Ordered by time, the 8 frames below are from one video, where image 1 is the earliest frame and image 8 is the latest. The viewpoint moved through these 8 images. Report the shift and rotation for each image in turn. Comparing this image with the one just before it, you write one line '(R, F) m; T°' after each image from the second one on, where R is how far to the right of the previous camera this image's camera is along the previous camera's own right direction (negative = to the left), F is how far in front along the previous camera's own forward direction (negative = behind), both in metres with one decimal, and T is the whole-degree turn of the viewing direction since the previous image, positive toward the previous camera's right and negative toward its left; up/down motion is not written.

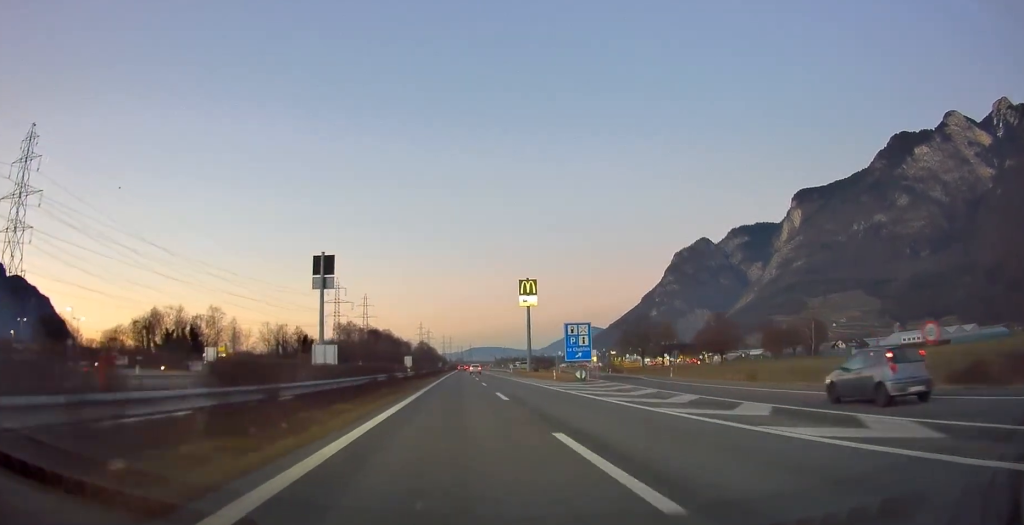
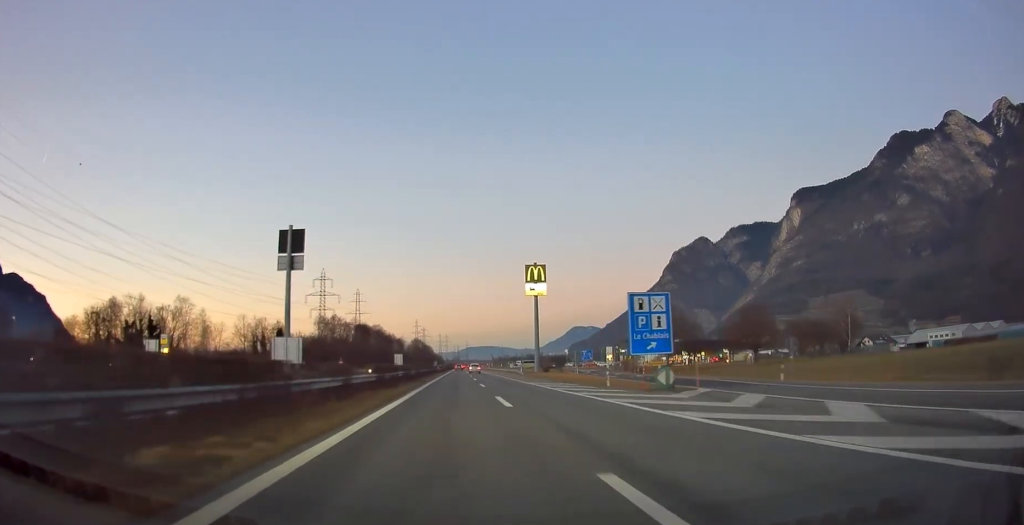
(0.0, +21.6) m; 0°
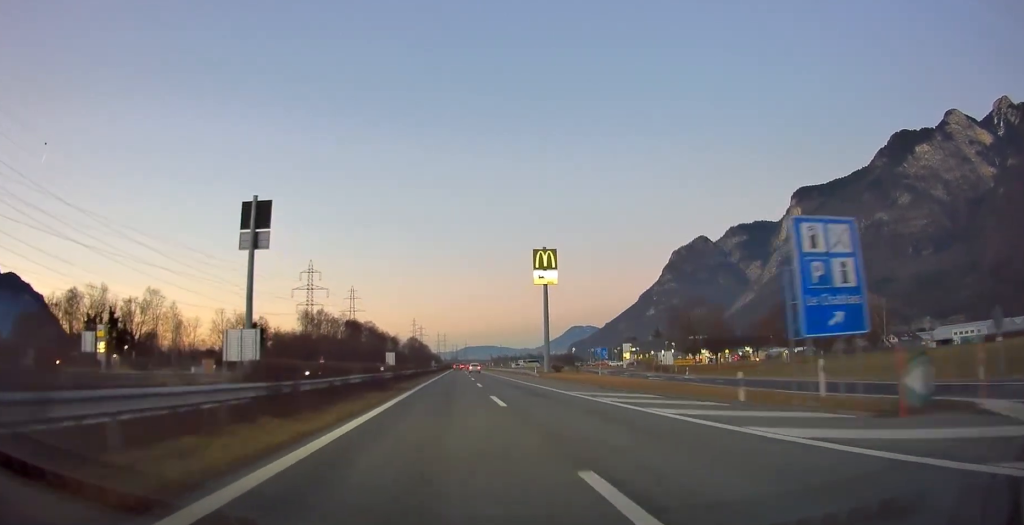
(+0.1, +17.3) m; 0°
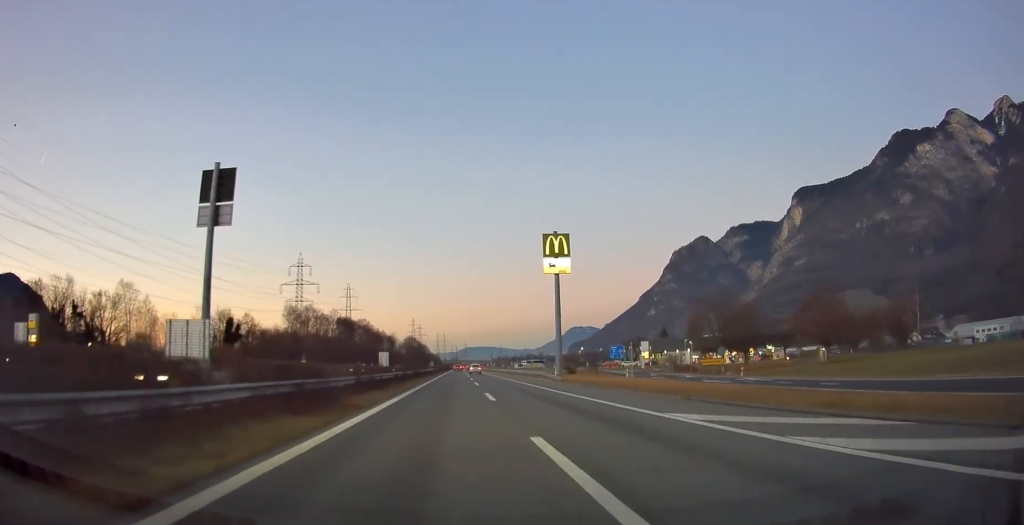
(0.0, +15.2) m; 0°
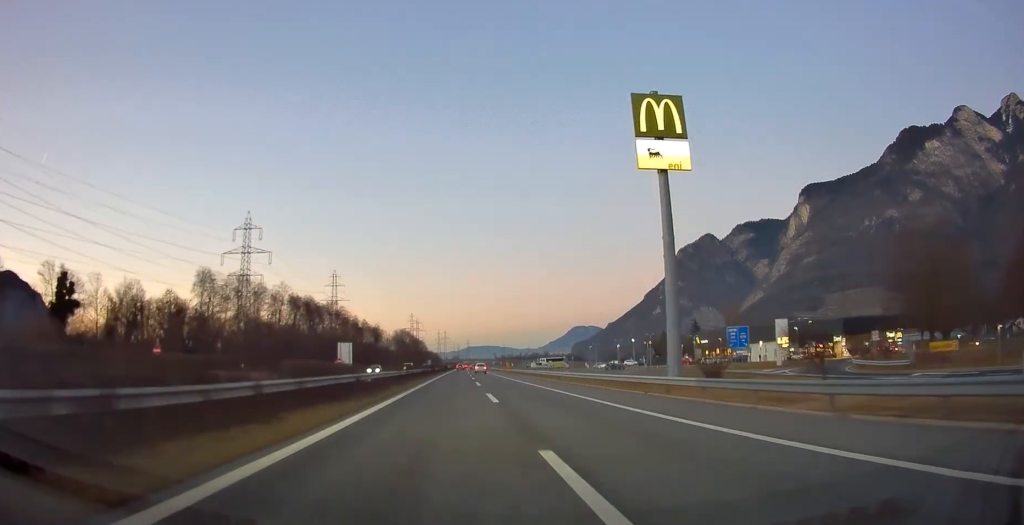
(-0.1, +55.2) m; 0°
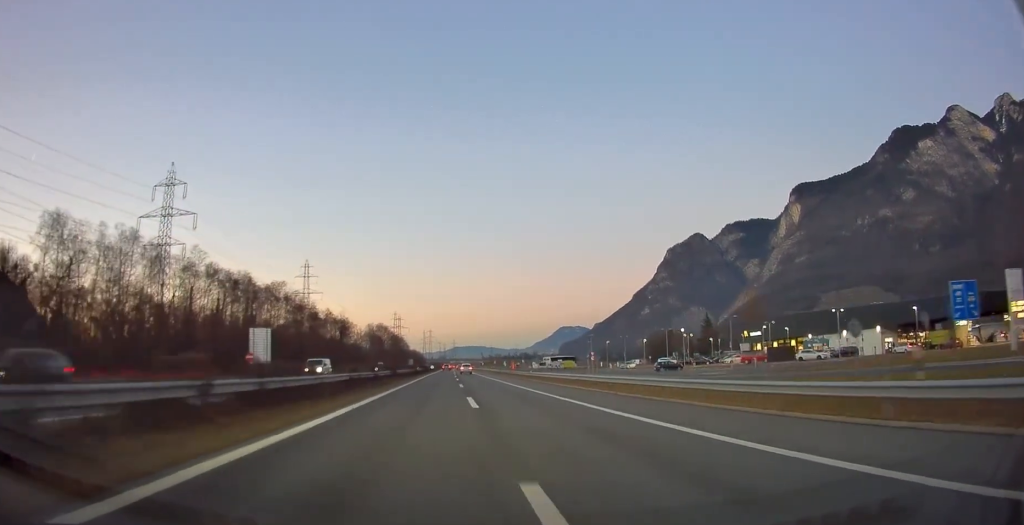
(+0.1, +39.0) m; 0°
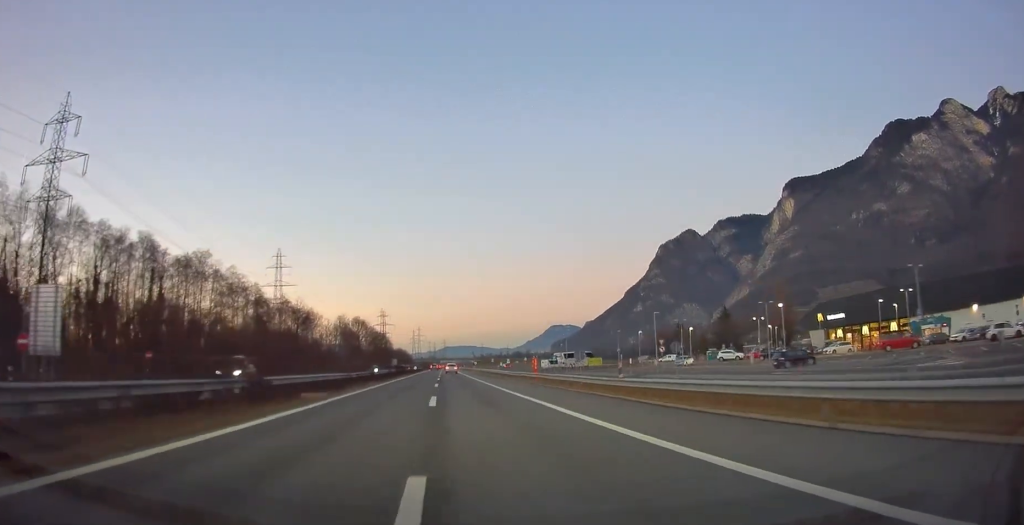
(+0.1, +36.7) m; +1°
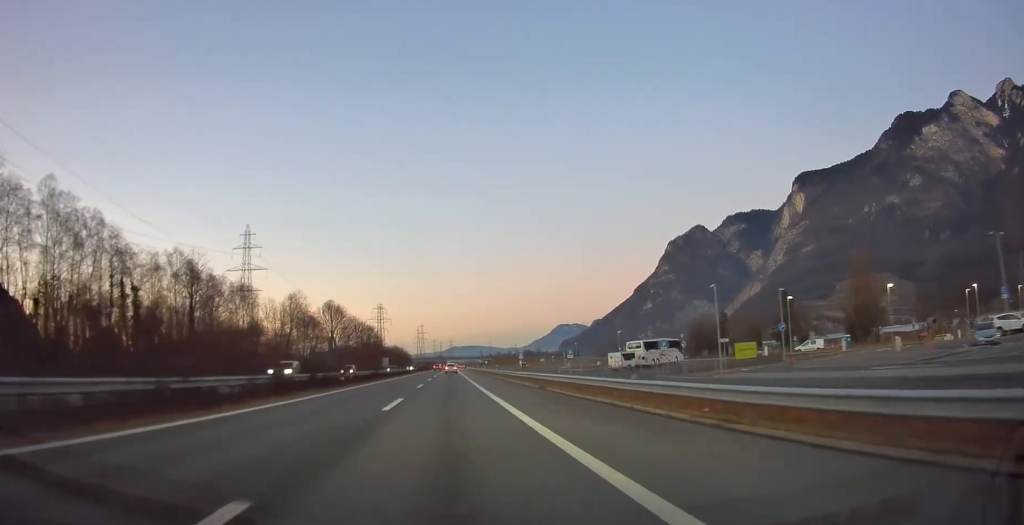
(+0.8, +55.1) m; +1°
